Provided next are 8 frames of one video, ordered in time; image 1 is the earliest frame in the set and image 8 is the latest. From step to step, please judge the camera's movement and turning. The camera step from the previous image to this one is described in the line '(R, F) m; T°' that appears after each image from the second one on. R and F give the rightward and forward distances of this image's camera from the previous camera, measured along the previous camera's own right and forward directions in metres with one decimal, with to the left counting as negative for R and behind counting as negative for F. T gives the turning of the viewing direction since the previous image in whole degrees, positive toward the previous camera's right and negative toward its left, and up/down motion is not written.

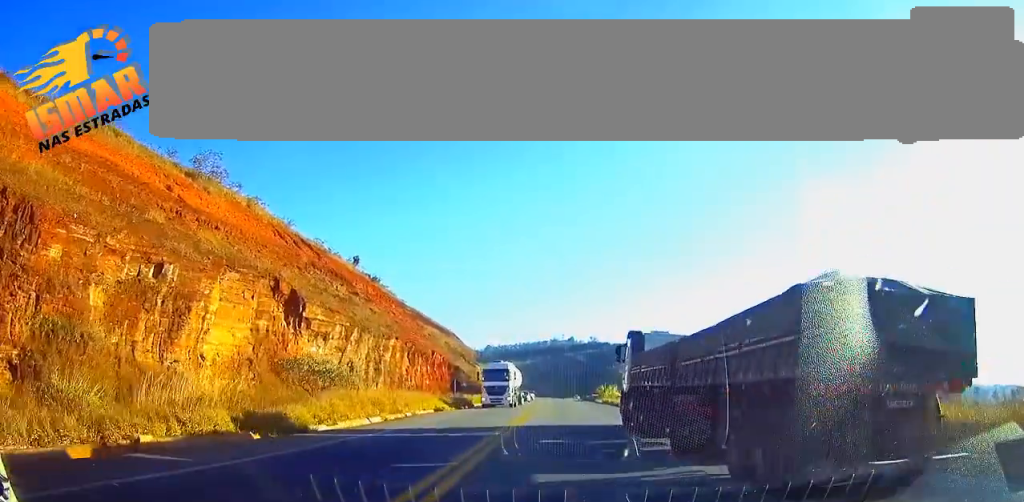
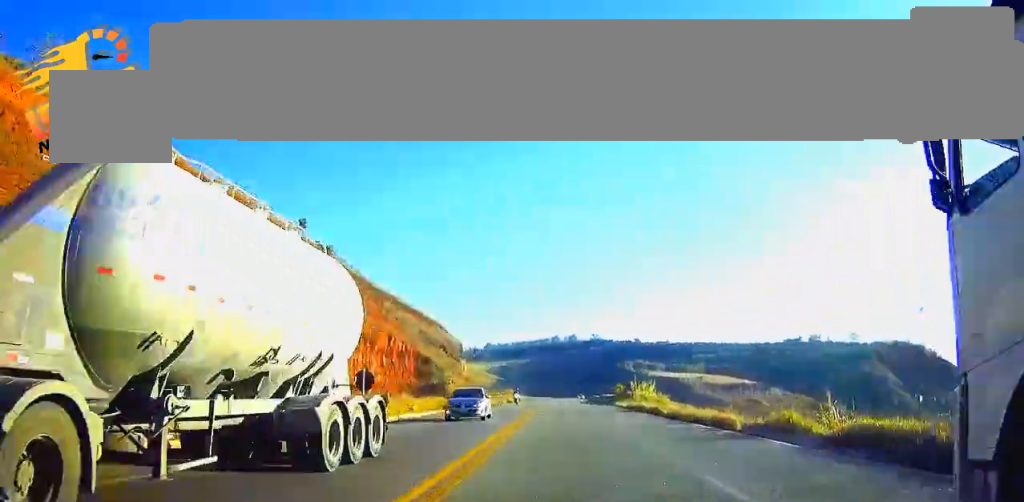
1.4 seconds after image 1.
(+0.2, +29.3) m; +1°
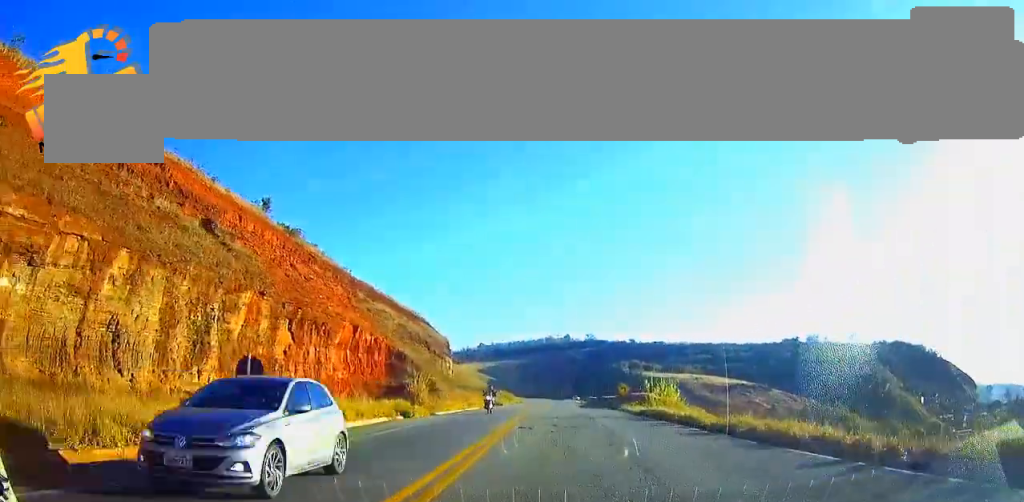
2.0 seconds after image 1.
(0.0, +11.7) m; 0°
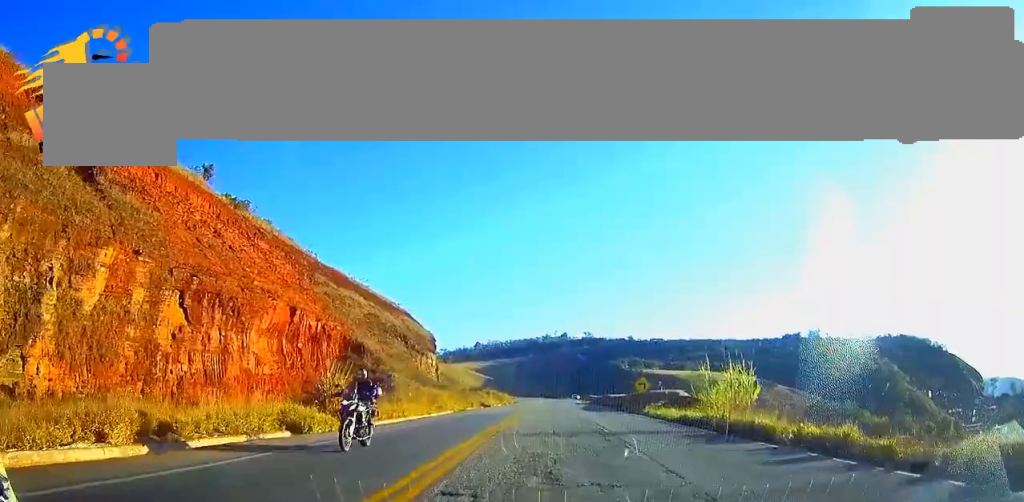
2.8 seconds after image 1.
(0.0, +15.9) m; 0°
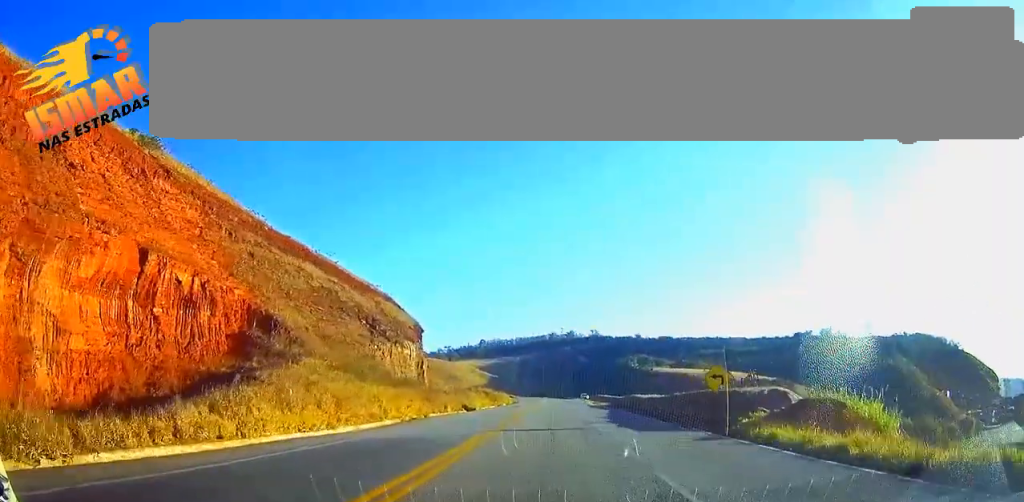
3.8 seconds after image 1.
(0.0, +21.7) m; 0°
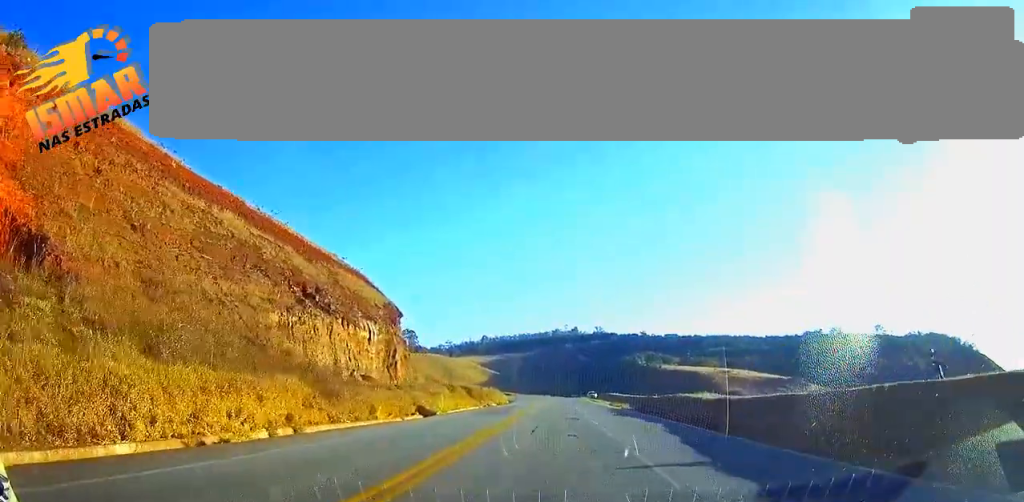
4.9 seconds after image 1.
(-0.1, +22.7) m; 0°
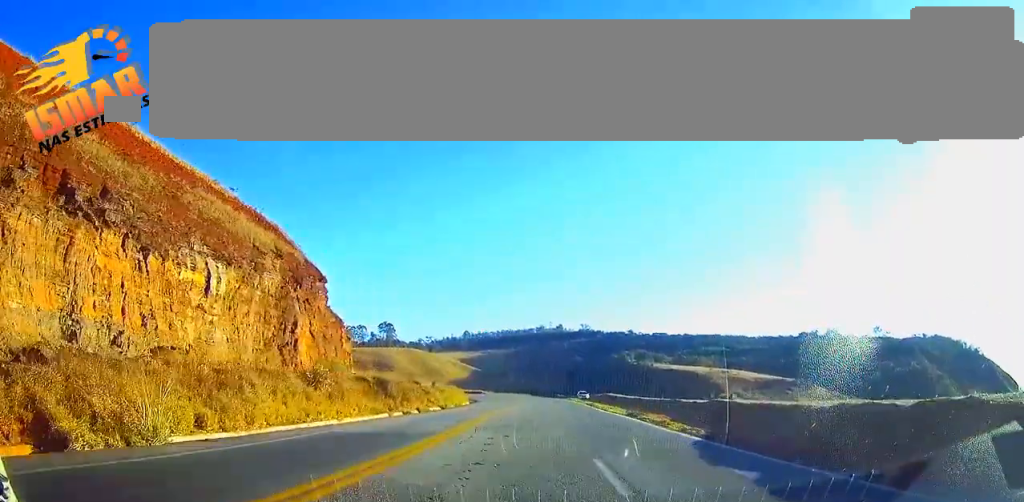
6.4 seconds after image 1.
(+0.1, +33.0) m; 0°
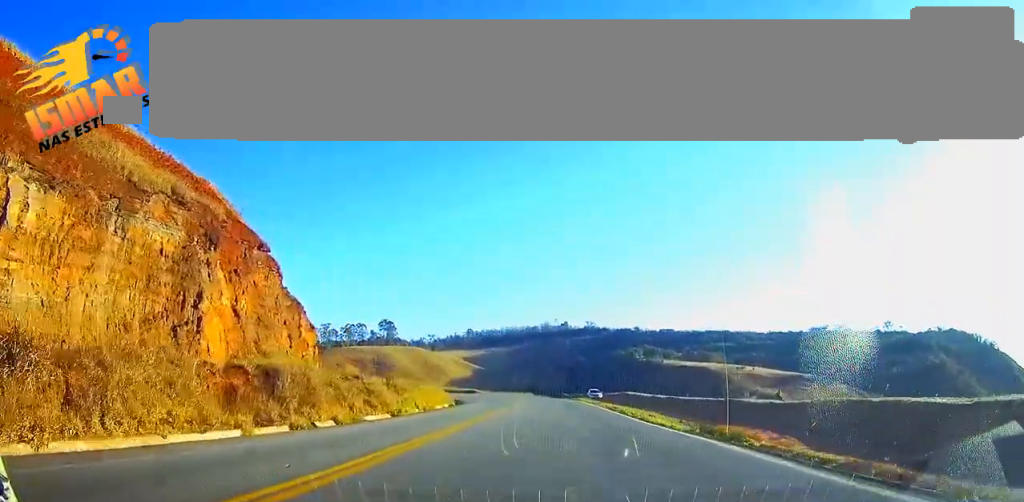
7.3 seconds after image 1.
(0.0, +19.6) m; 0°
